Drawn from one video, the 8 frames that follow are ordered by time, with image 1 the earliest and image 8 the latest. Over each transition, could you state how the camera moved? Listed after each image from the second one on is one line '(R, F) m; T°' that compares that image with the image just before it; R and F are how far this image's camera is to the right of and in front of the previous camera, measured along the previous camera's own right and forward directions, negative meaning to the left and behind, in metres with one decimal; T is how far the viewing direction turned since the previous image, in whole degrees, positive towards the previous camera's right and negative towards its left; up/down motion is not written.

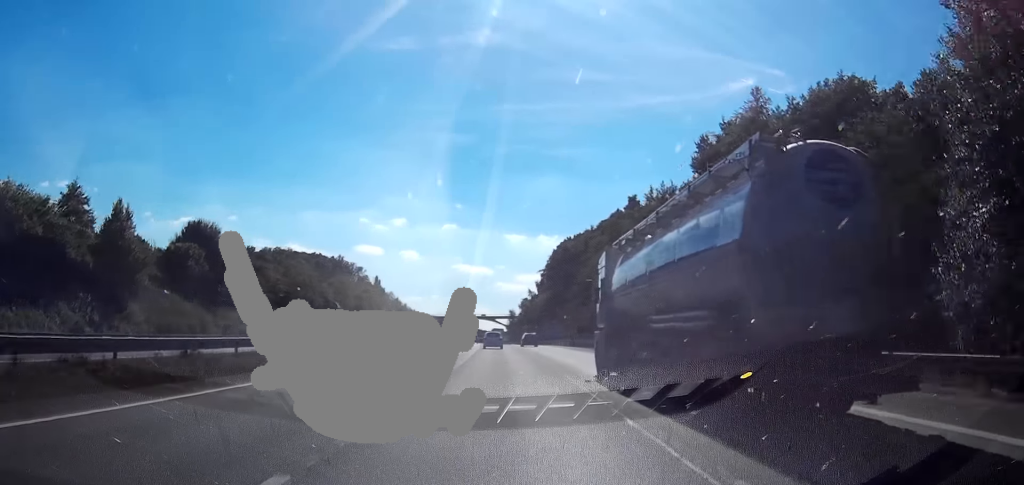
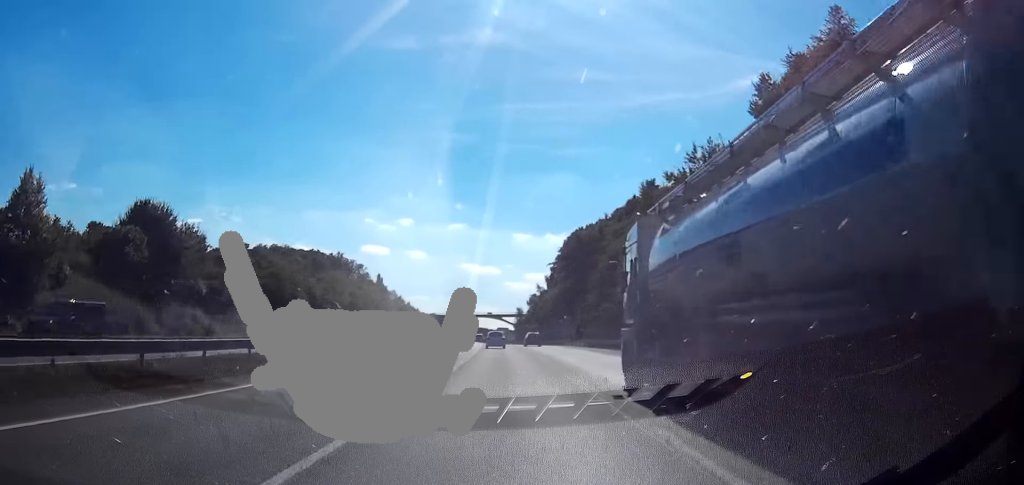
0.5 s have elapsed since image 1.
(0.0, +15.1) m; 0°
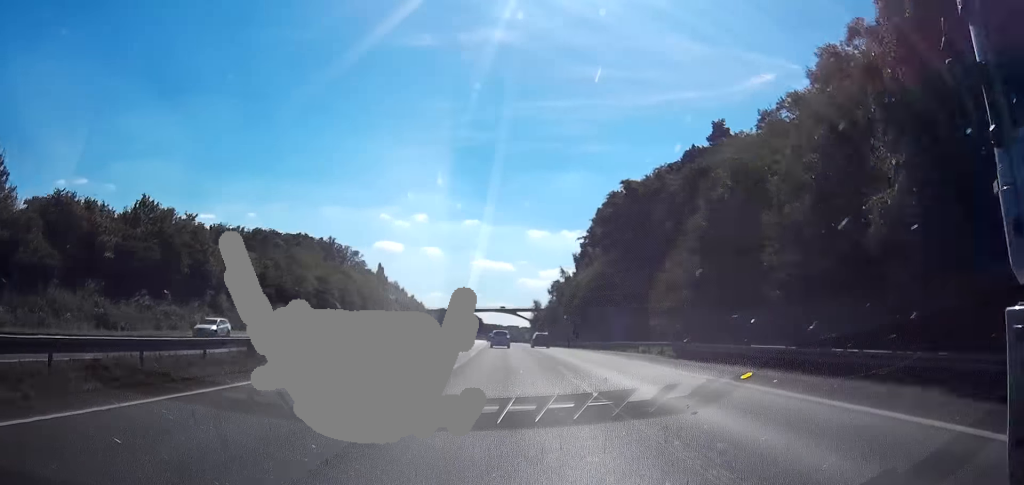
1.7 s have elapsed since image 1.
(0.0, +41.1) m; 0°
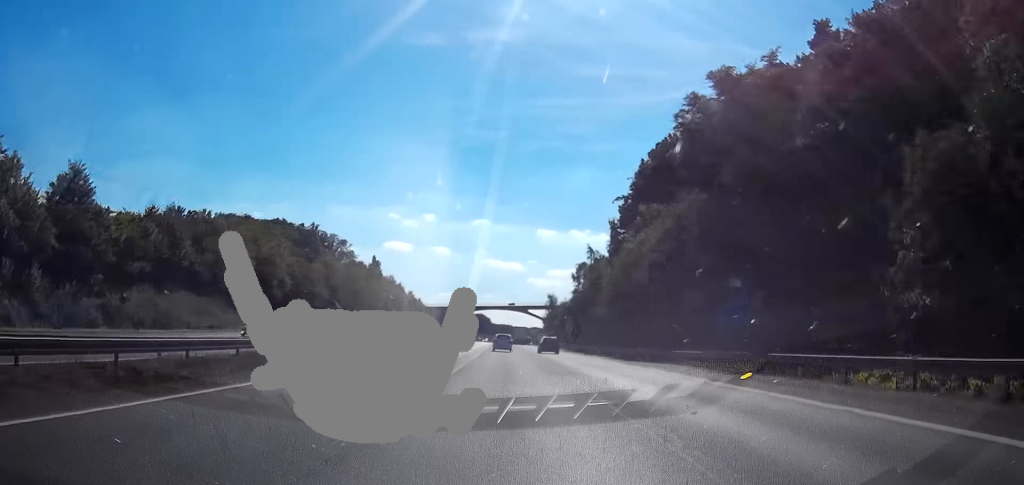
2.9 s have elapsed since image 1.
(0.0, +38.1) m; 0°
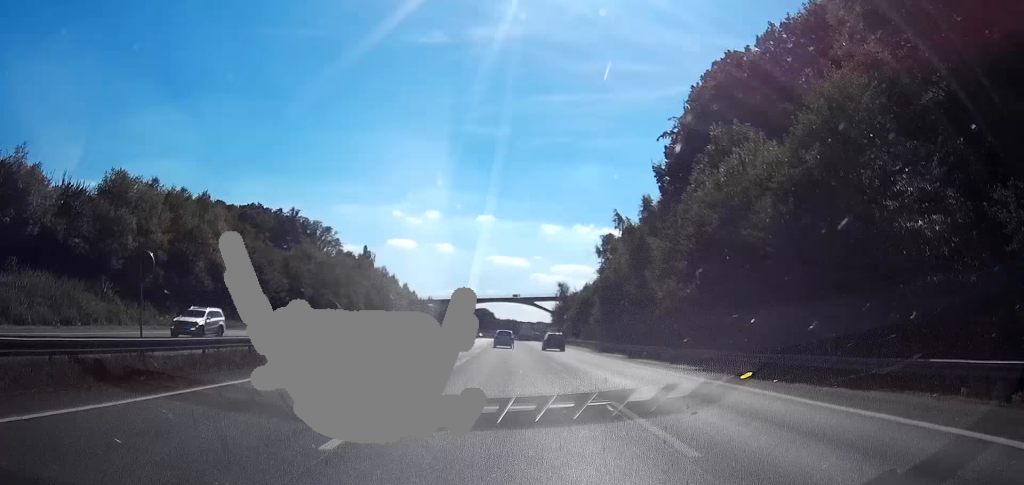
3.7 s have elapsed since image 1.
(0.0, +27.3) m; 0°
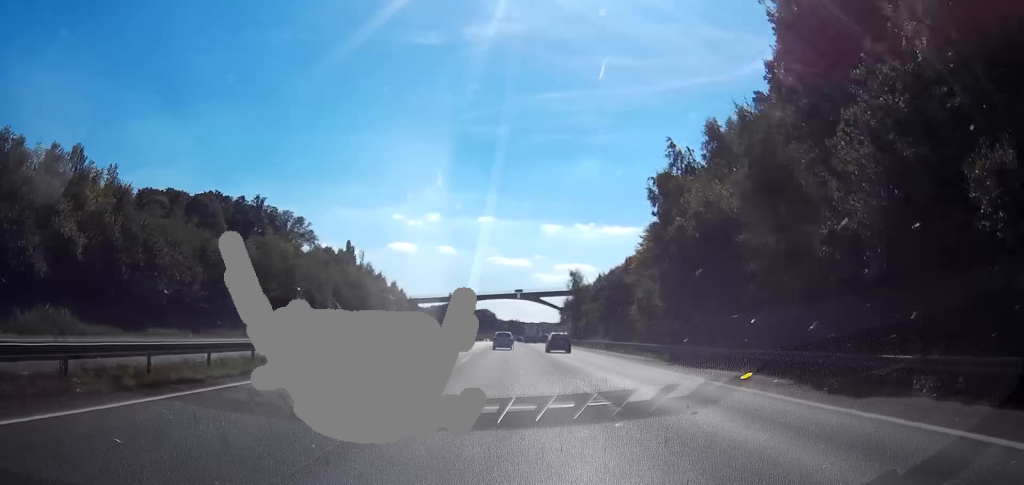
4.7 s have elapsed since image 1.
(0.0, +31.6) m; 0°
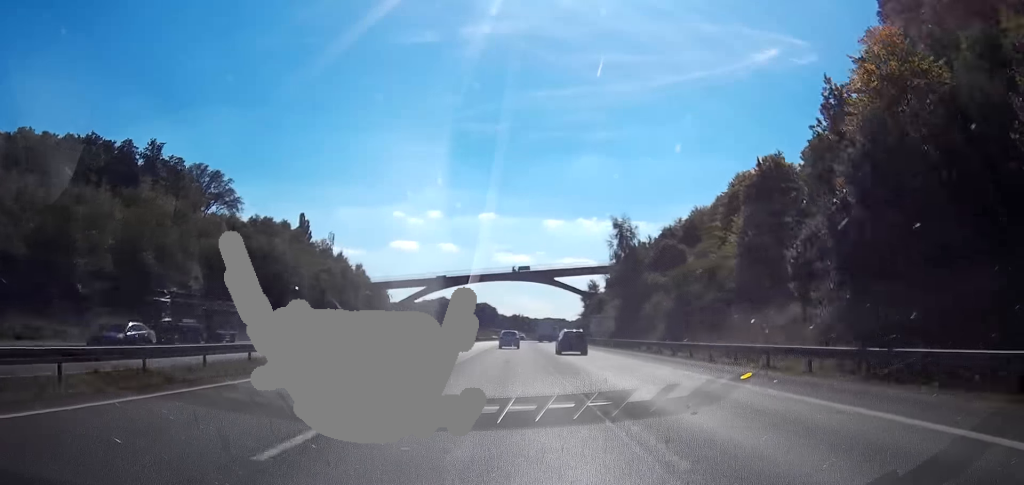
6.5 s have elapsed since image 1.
(-0.6, +60.1) m; -1°
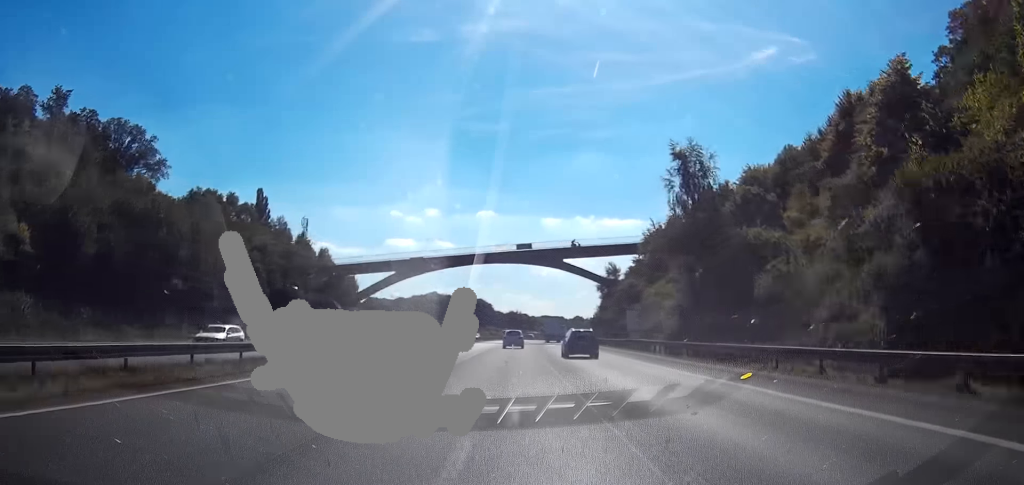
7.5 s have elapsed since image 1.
(0.0, +32.9) m; 0°
